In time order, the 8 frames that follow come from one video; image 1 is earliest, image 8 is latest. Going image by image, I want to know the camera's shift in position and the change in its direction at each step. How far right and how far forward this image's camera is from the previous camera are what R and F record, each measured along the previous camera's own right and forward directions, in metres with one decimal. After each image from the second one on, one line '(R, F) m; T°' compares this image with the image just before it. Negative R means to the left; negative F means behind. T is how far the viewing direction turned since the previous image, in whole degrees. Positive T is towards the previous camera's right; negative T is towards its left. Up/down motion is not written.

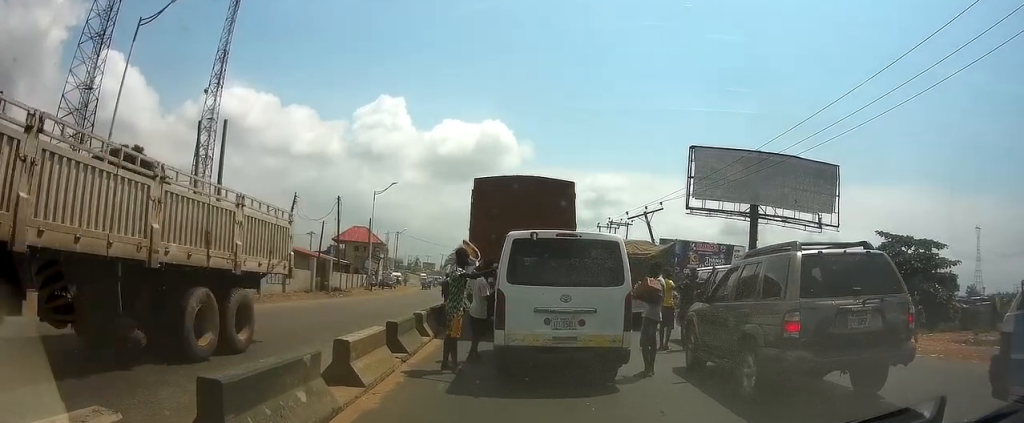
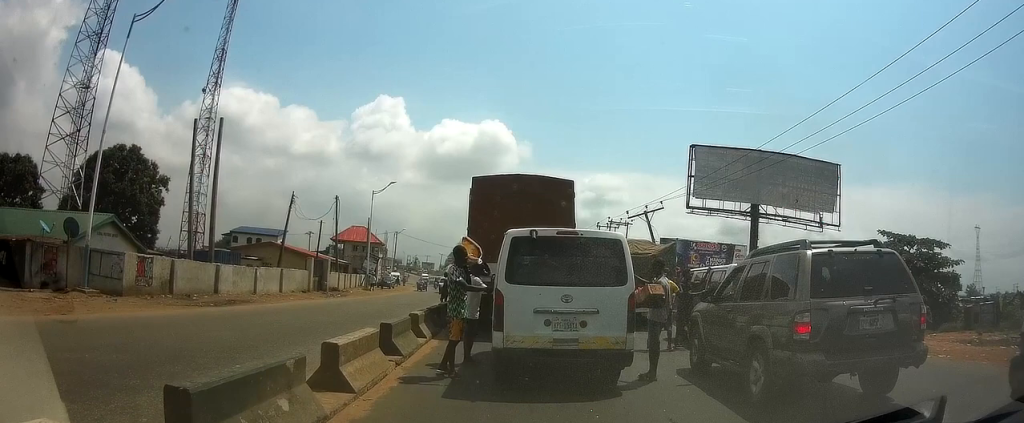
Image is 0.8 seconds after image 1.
(0.0, +0.3) m; 0°
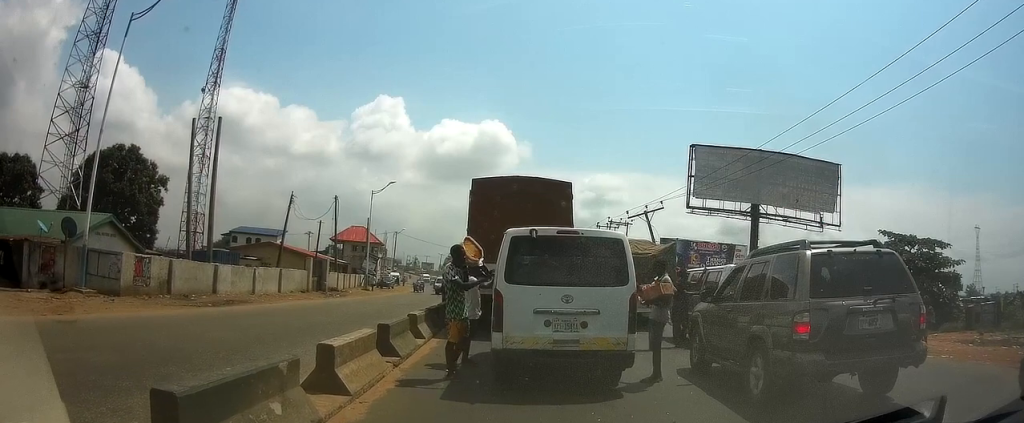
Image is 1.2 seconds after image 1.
(0.0, 0.0) m; 0°
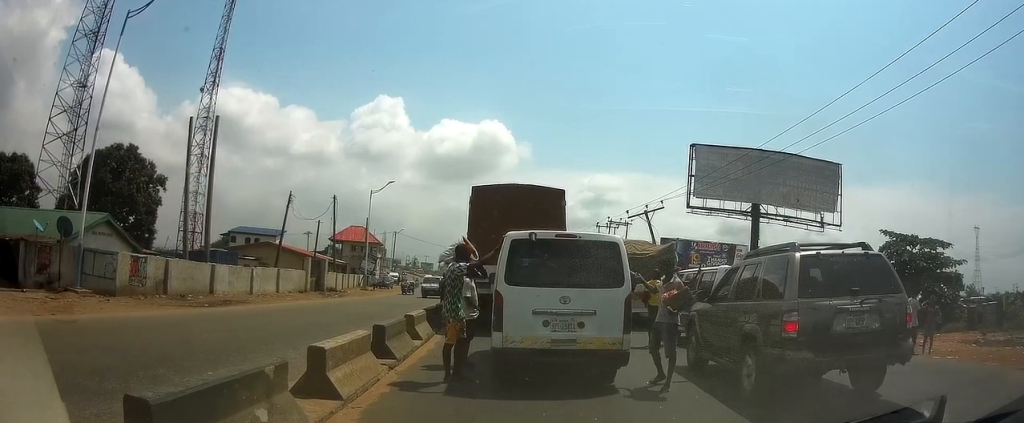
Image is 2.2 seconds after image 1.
(0.0, +0.4) m; 0°
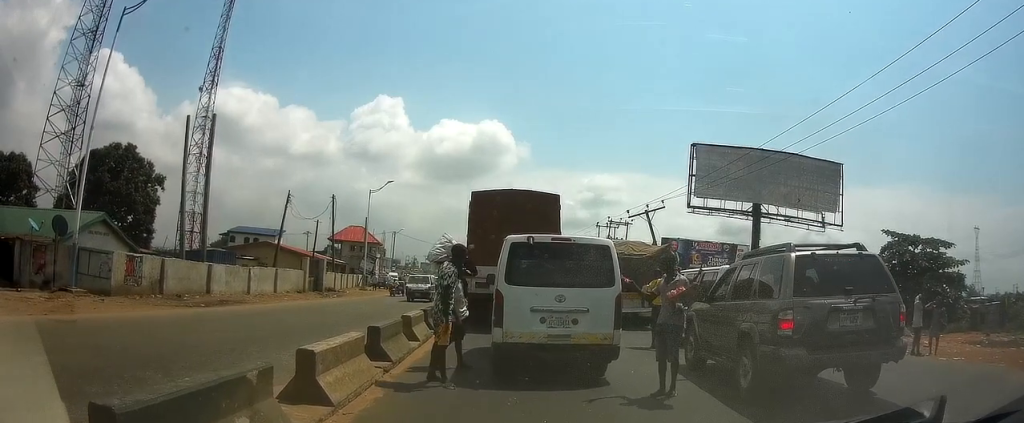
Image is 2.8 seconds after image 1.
(0.0, +0.4) m; 0°
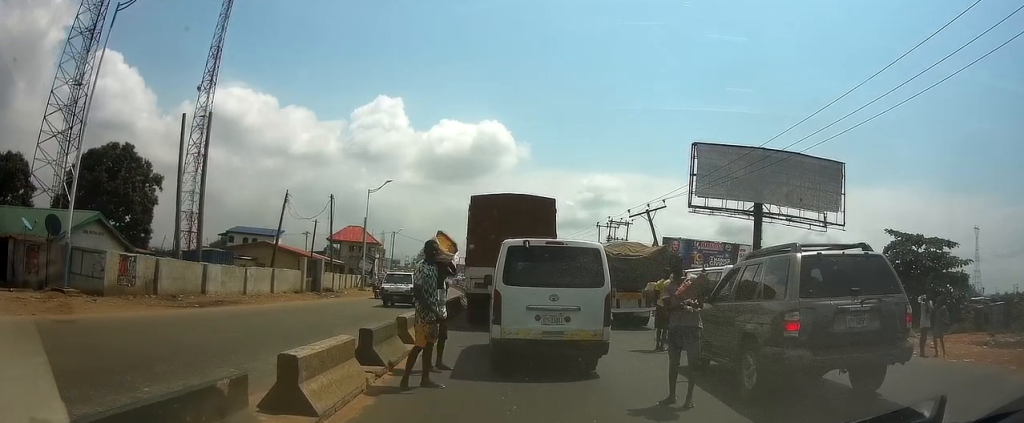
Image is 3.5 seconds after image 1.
(0.0, +0.5) m; 0°
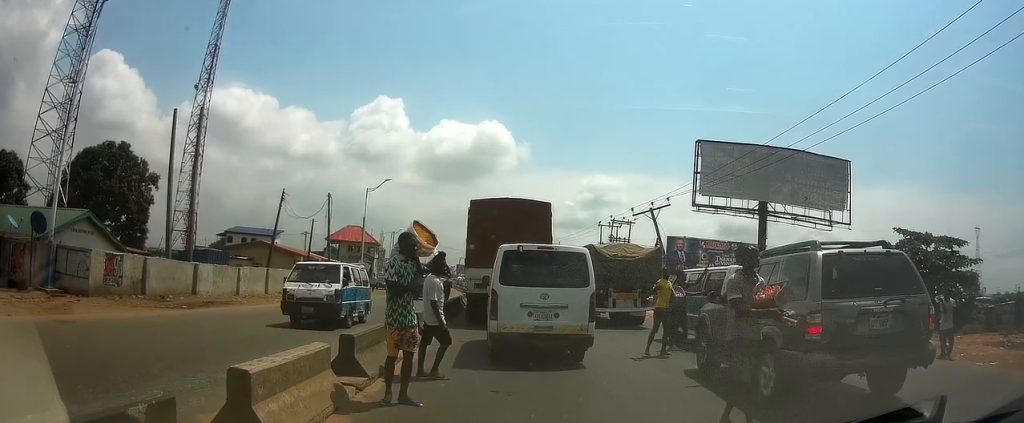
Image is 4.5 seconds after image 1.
(-0.2, +0.9) m; 0°
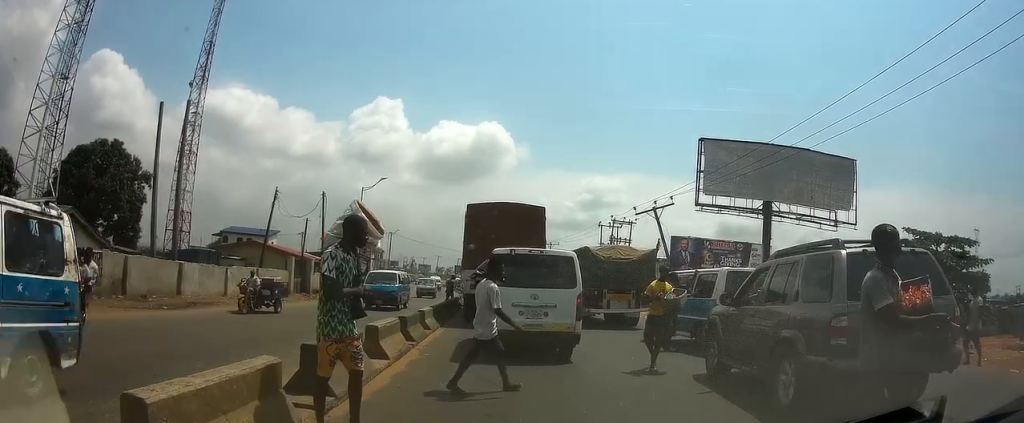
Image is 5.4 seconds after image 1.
(0.0, +1.5) m; +2°
